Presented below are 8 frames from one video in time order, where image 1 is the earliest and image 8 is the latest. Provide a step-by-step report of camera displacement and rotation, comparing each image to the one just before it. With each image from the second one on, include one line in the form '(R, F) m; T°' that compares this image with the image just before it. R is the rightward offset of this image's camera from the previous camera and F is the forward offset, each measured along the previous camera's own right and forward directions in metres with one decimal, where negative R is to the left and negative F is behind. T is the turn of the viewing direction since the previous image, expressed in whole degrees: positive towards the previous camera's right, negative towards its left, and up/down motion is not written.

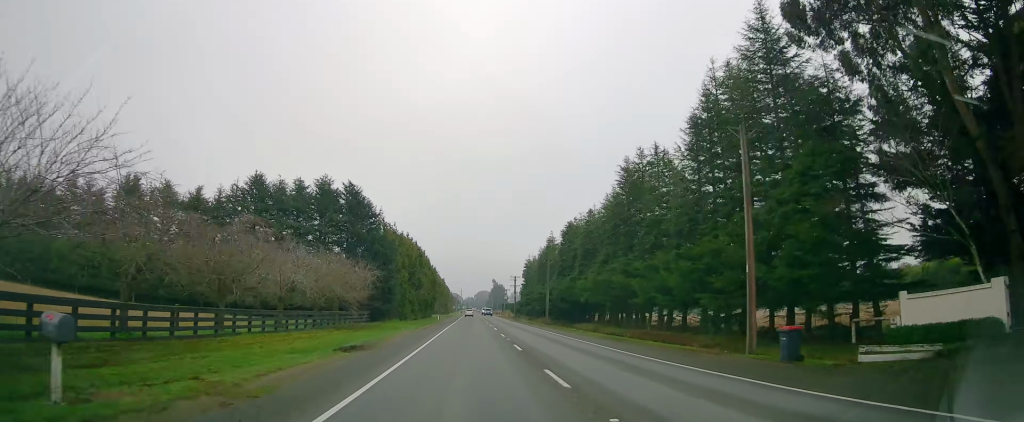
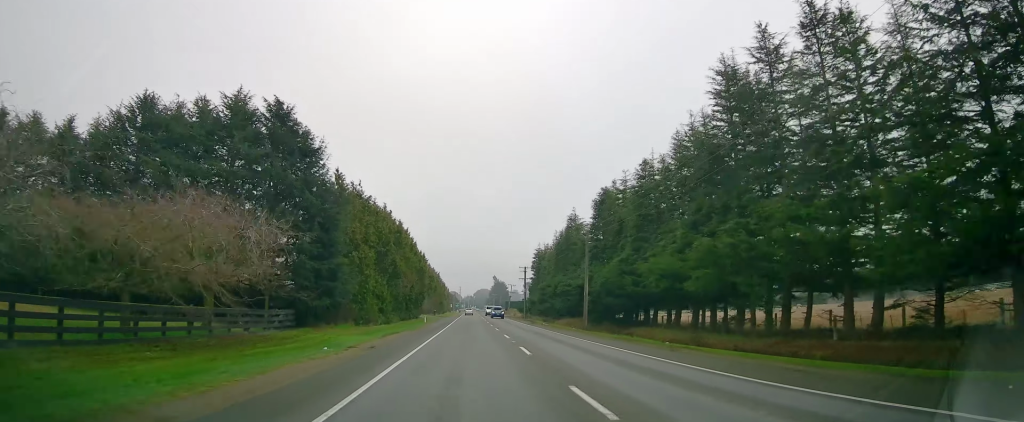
(0.0, +23.1) m; +1°
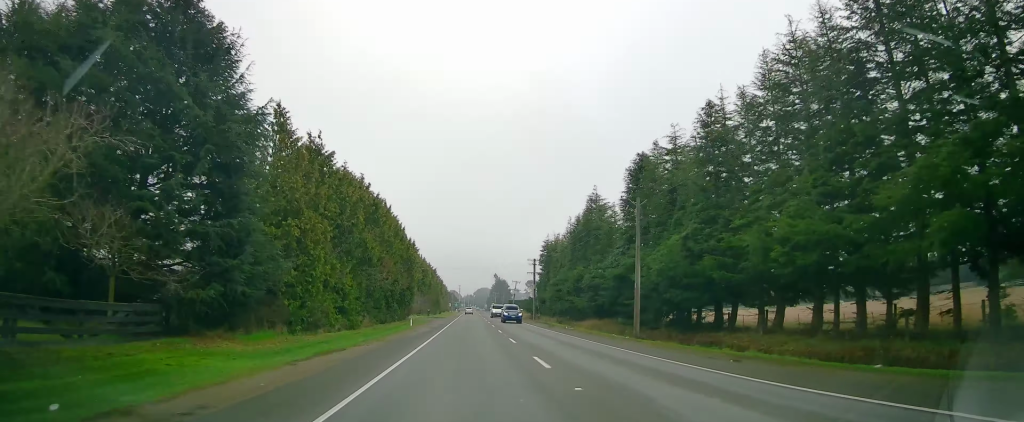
(+0.4, +13.9) m; 0°
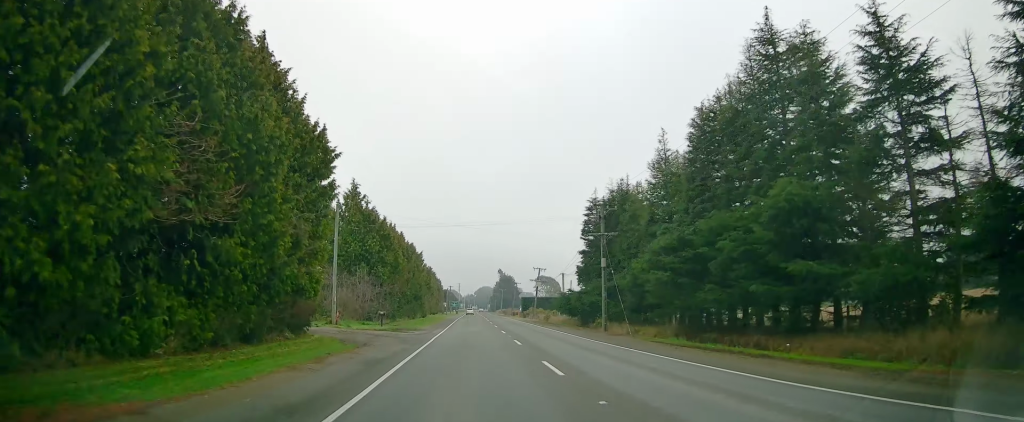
(-0.8, +41.7) m; +1°
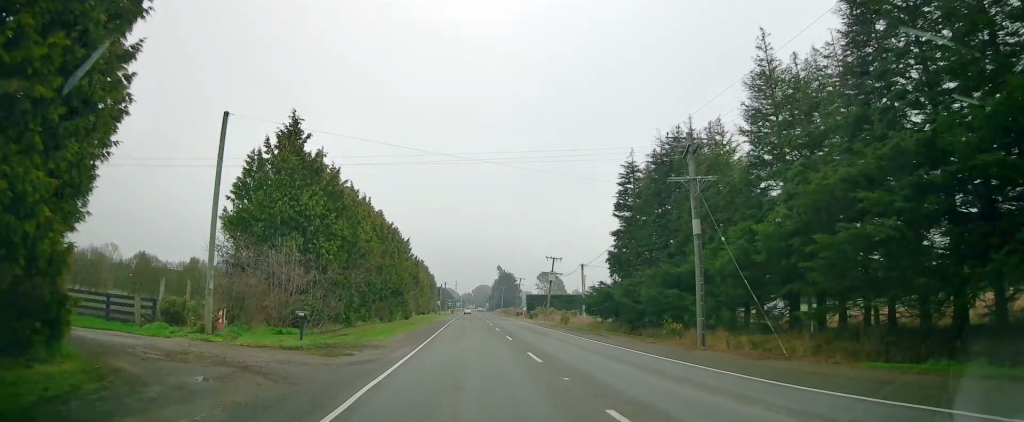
(+0.8, +16.9) m; 0°
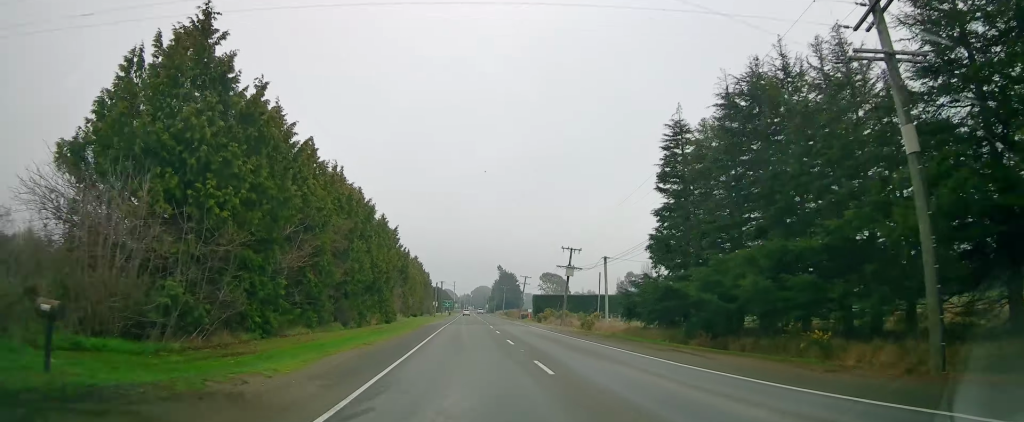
(-0.4, +12.5) m; -1°
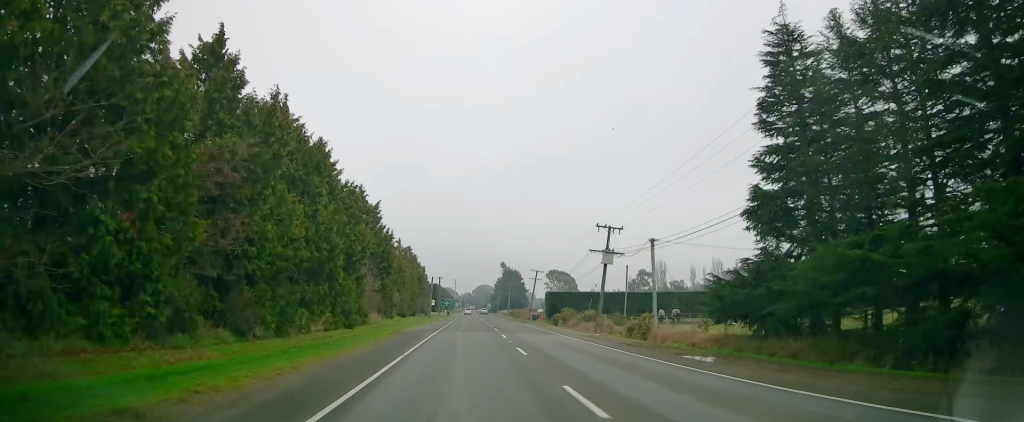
(-0.2, +15.0) m; 0°
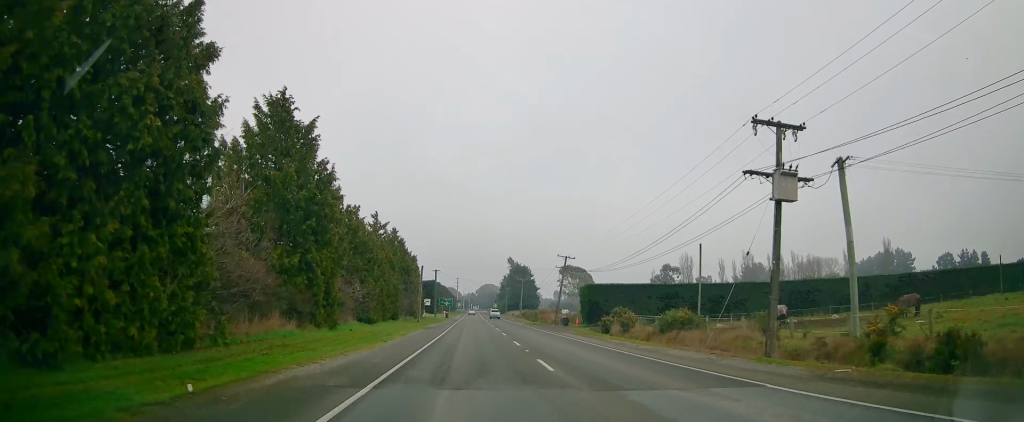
(+0.3, +23.9) m; 0°
